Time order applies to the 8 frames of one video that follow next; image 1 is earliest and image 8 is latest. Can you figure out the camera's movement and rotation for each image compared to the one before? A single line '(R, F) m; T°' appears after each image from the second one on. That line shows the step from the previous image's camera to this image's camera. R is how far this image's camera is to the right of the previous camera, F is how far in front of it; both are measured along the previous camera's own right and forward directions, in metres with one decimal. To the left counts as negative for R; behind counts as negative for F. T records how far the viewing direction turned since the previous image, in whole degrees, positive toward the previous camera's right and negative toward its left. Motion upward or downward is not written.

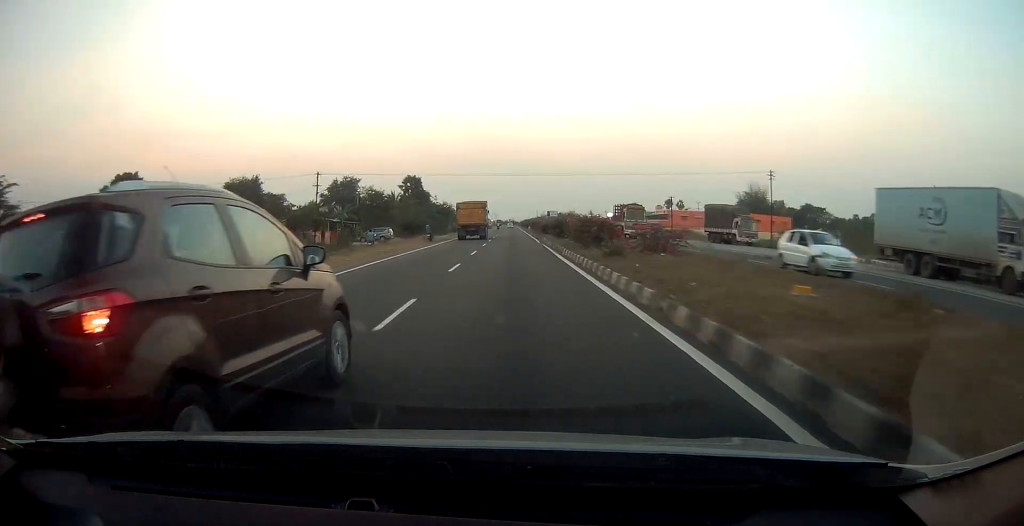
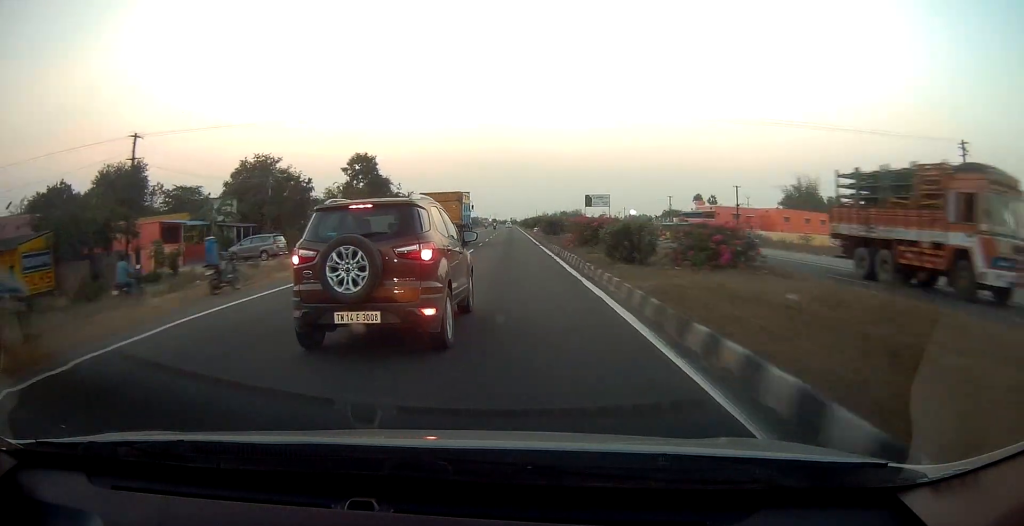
(+0.1, +35.2) m; 0°
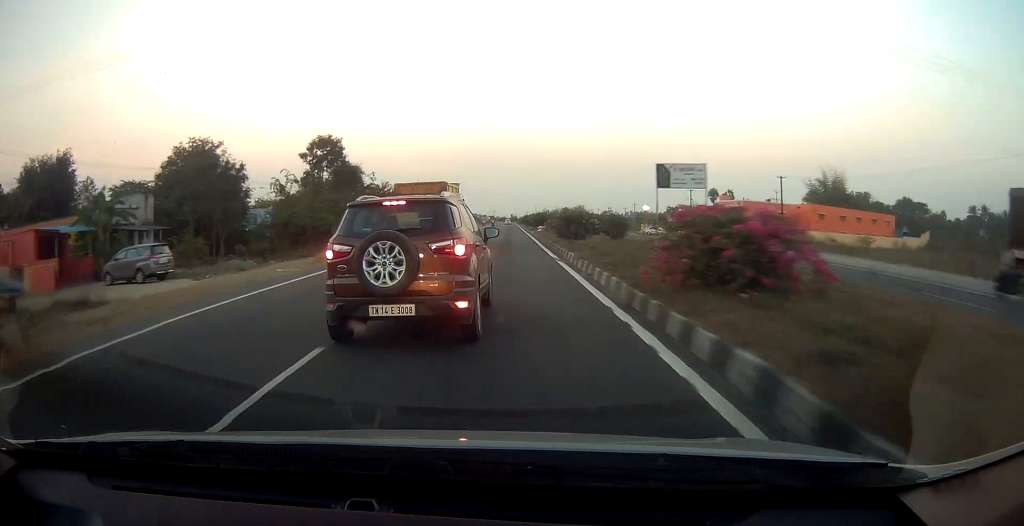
(0.0, +14.2) m; 0°
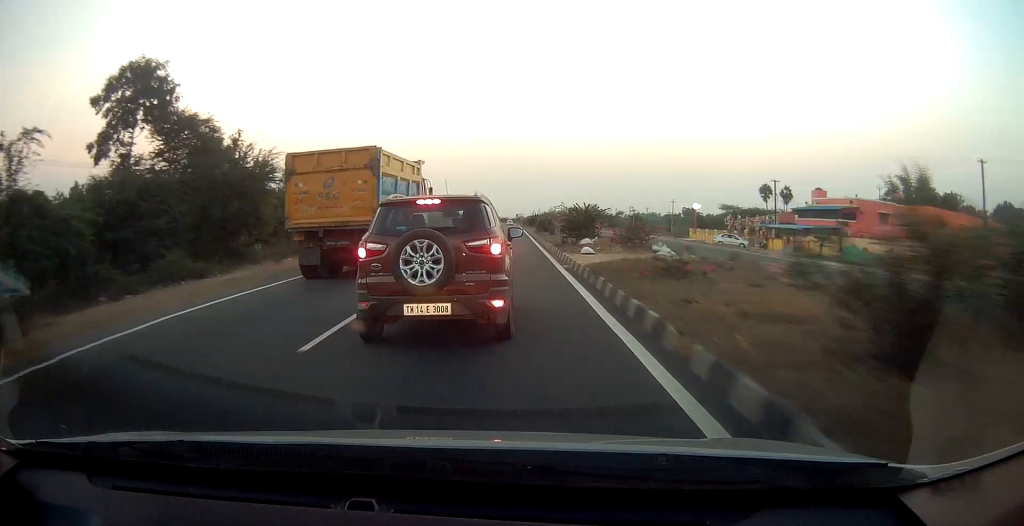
(0.0, +33.7) m; 0°
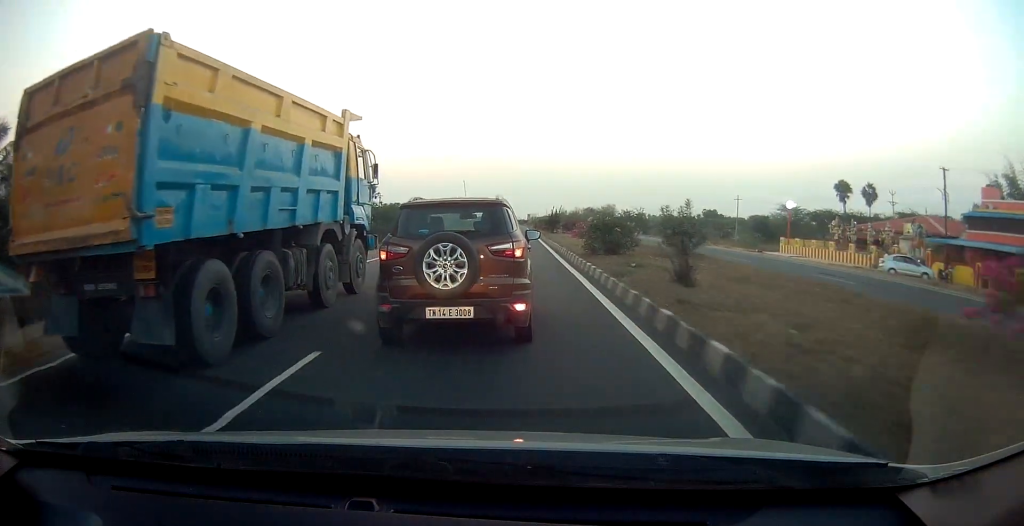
(-0.2, +32.2) m; -1°
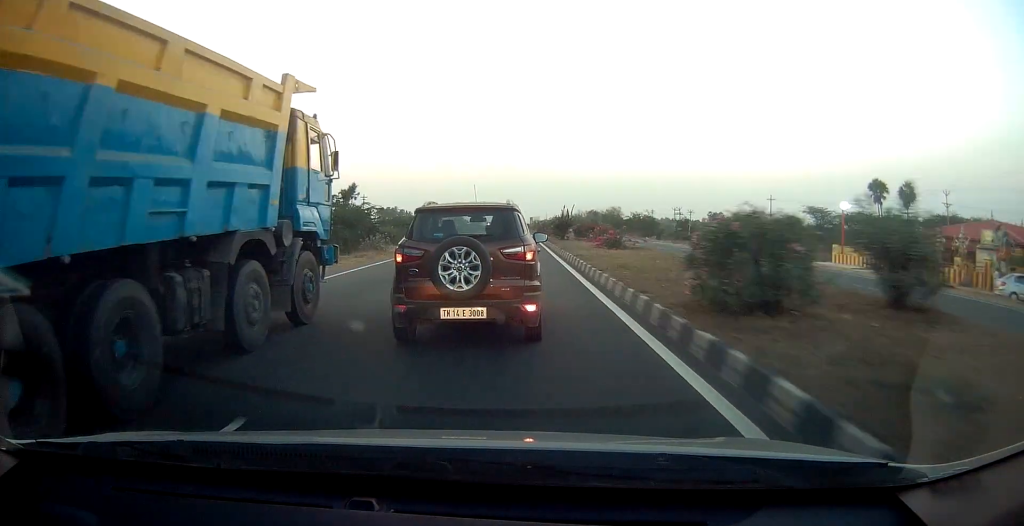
(0.0, +11.8) m; 0°
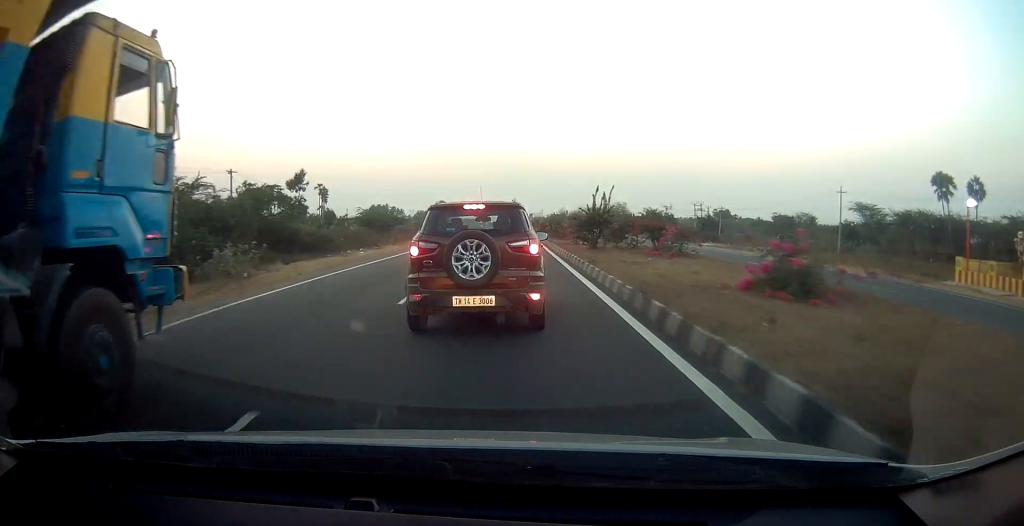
(+0.1, +17.9) m; +1°
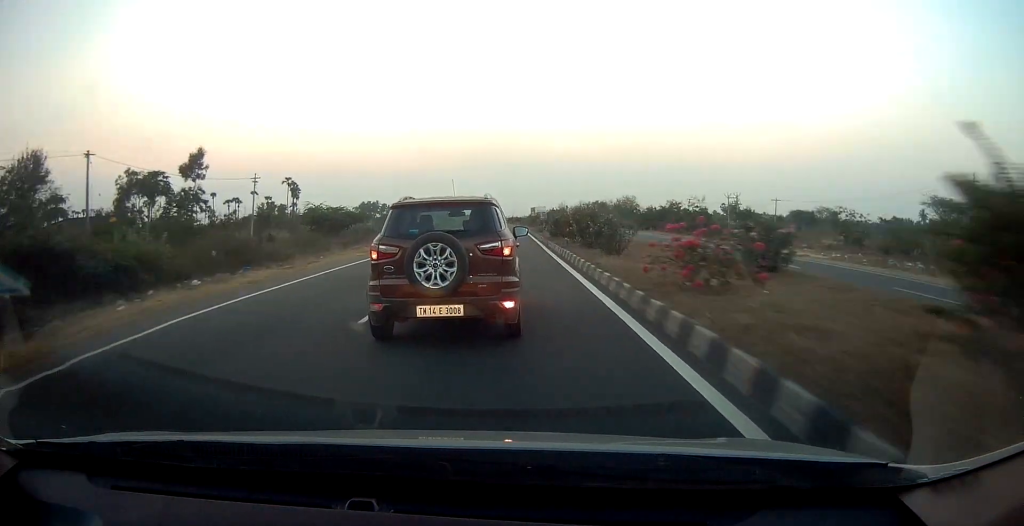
(+0.1, +20.0) m; 0°
